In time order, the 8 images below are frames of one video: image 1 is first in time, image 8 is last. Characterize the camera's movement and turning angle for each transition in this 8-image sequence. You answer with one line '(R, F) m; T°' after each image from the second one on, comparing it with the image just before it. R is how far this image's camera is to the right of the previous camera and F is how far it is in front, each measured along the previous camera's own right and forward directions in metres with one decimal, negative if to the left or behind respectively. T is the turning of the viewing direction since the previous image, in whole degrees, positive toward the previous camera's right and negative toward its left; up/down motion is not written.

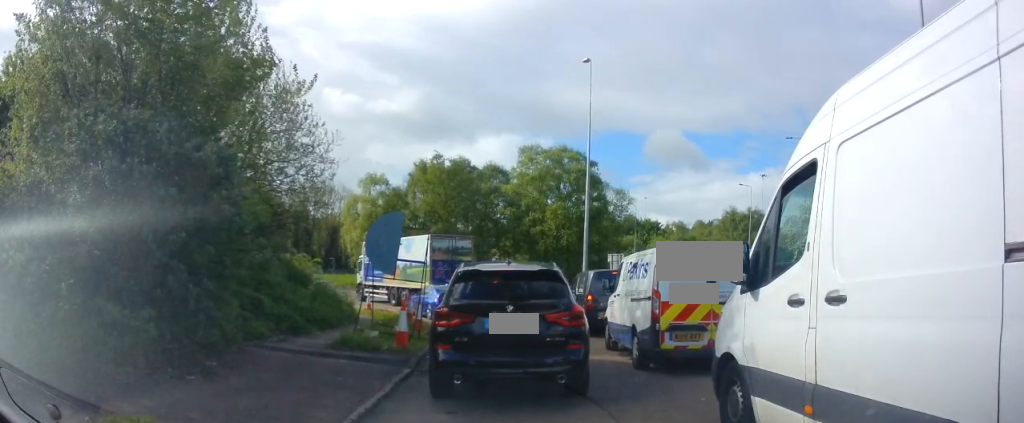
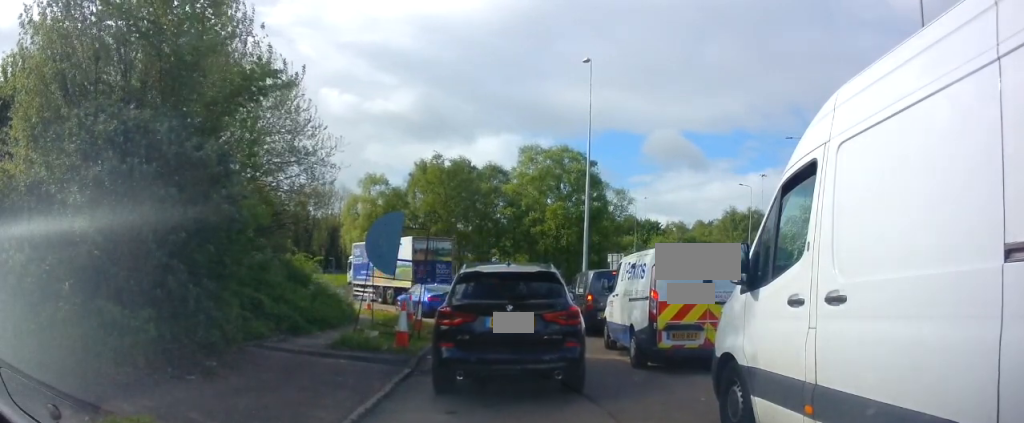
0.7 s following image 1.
(0.0, 0.0) m; 0°
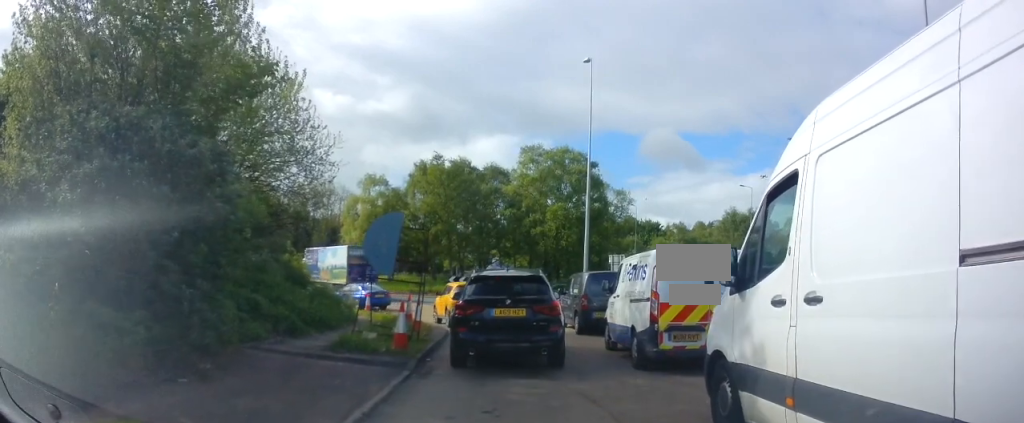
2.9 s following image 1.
(+0.1, +0.2) m; 0°
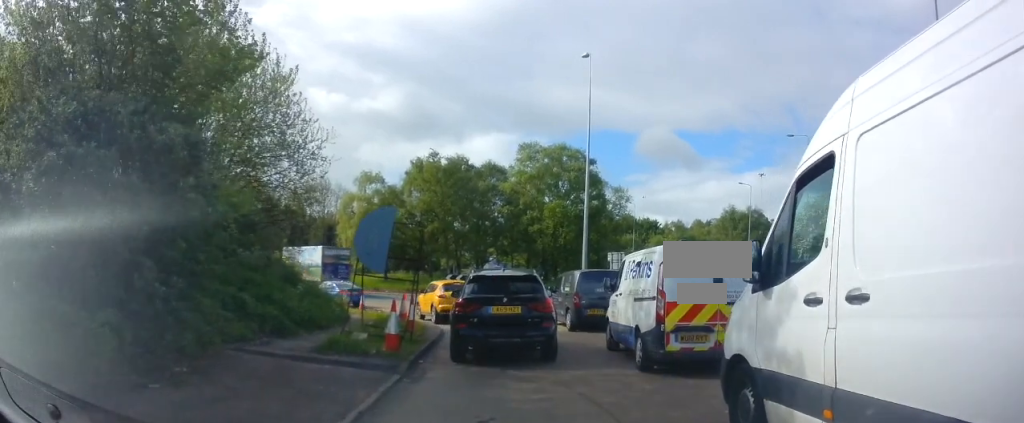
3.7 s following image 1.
(+0.1, +0.2) m; 0°
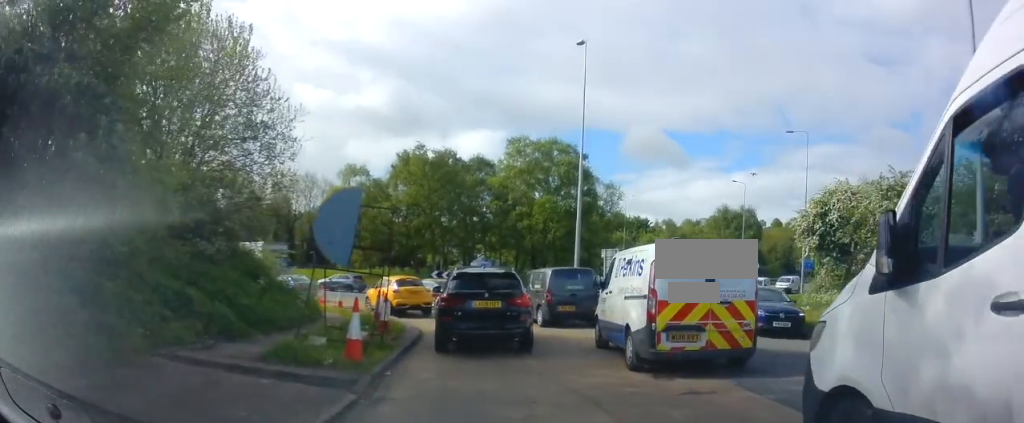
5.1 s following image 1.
(+0.2, +1.3) m; 0°
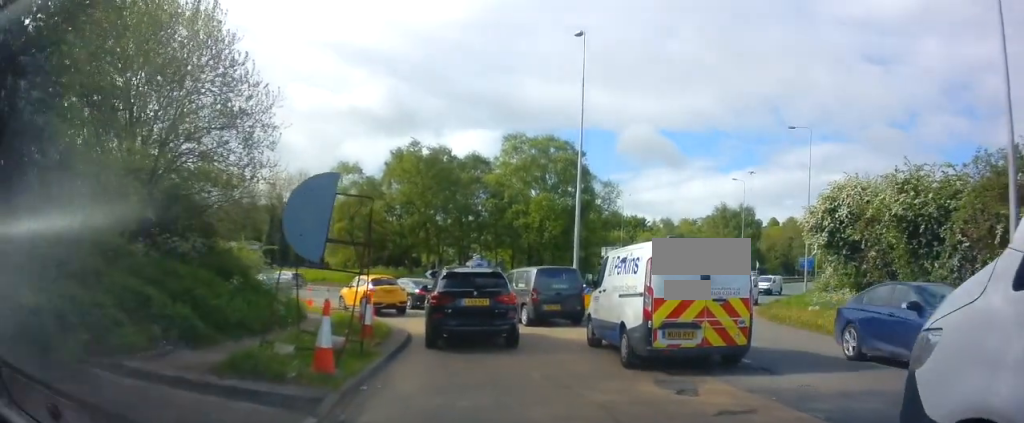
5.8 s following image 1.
(0.0, +1.1) m; 0°
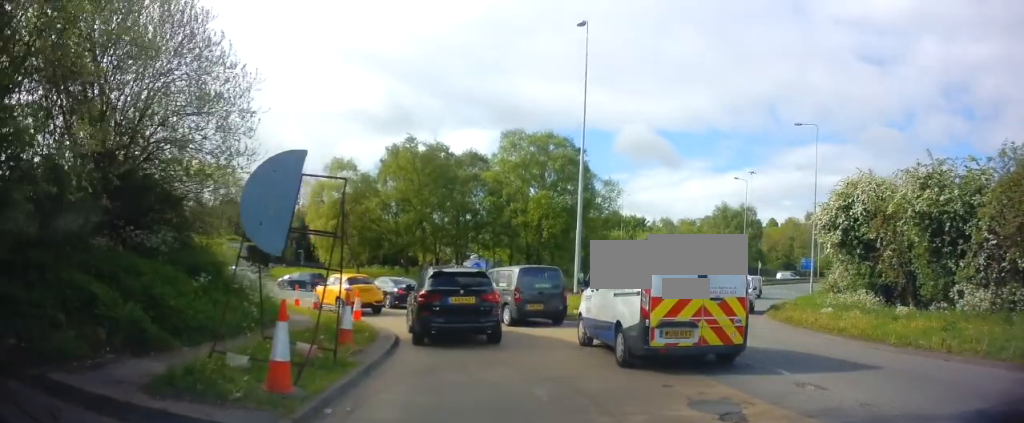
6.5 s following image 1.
(0.0, +1.3) m; 0°
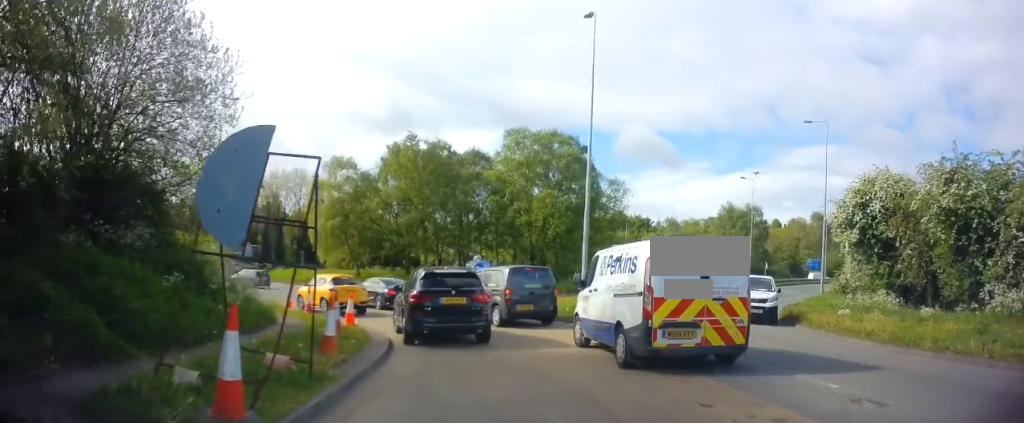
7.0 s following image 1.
(0.0, +1.2) m; 0°
